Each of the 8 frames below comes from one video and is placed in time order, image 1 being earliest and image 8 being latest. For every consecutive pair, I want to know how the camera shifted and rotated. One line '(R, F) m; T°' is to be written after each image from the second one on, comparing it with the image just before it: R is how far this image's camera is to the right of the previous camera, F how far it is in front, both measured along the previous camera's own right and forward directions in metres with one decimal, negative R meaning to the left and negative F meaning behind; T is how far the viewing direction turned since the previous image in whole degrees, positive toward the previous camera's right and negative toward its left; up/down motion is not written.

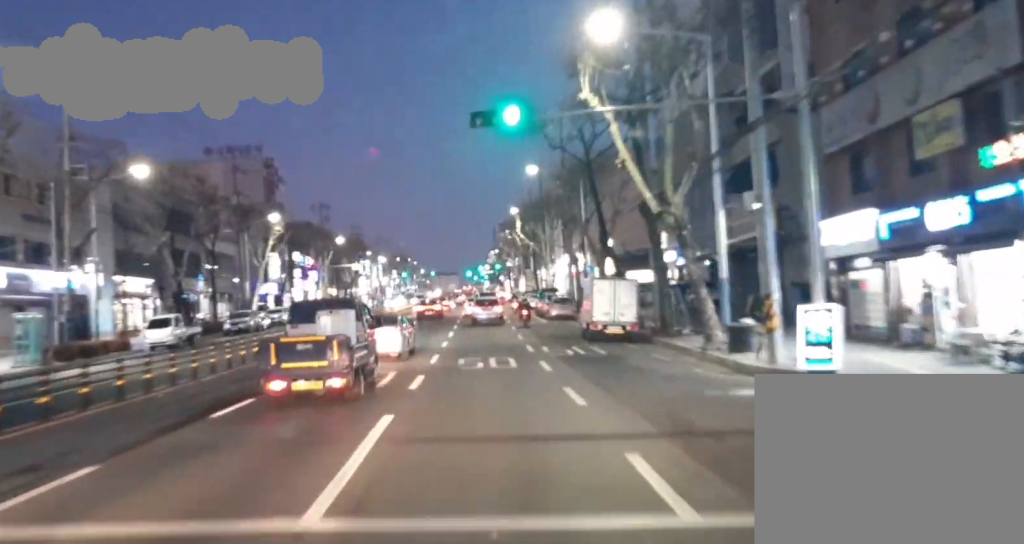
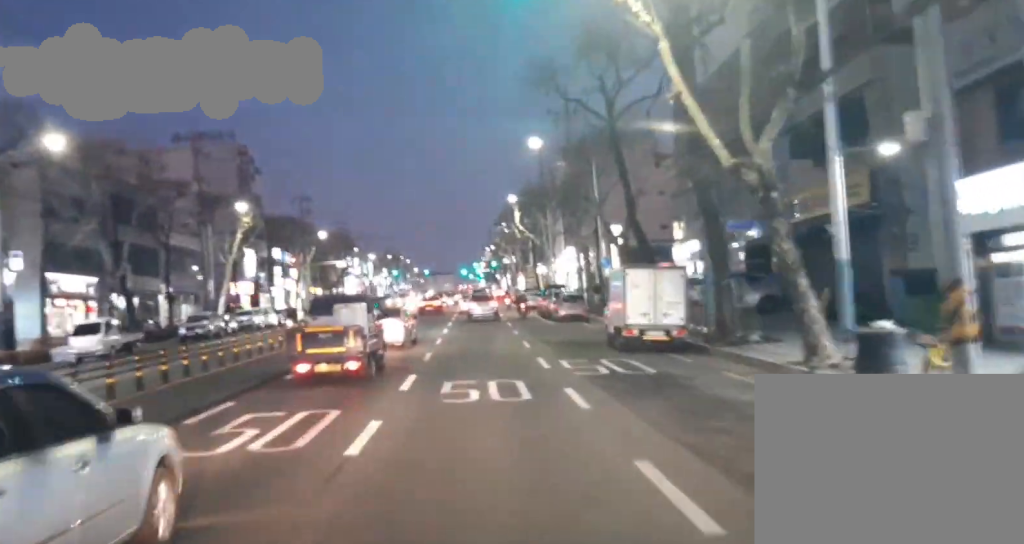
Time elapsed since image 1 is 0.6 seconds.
(+0.5, +6.7) m; +5°
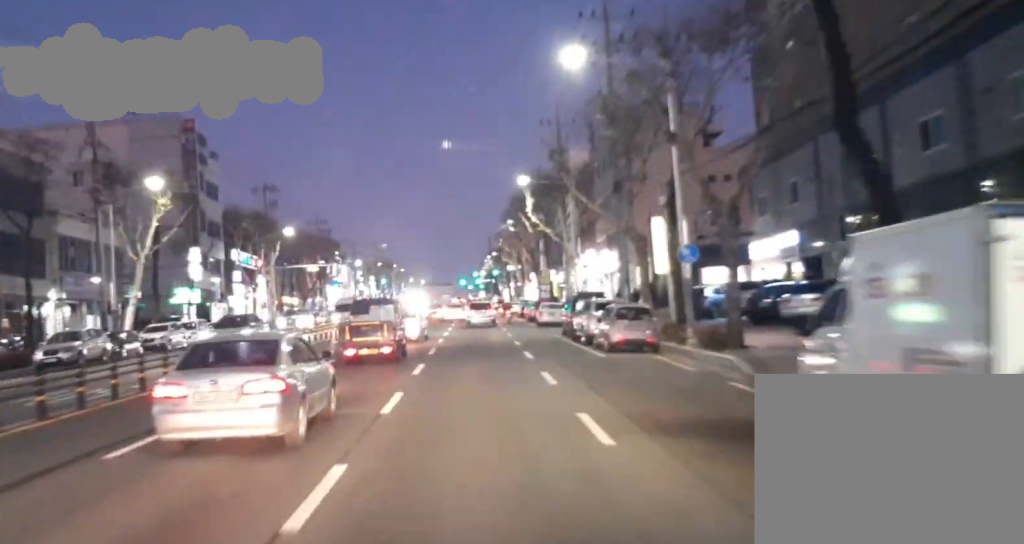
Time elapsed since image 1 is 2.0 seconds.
(+0.2, +17.8) m; 0°
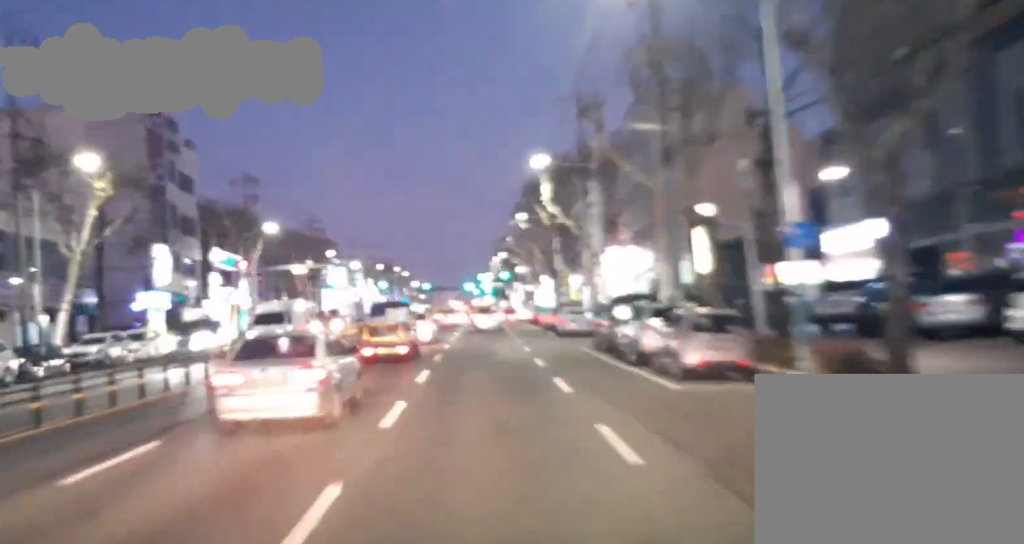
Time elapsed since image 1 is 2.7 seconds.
(0.0, +9.1) m; 0°
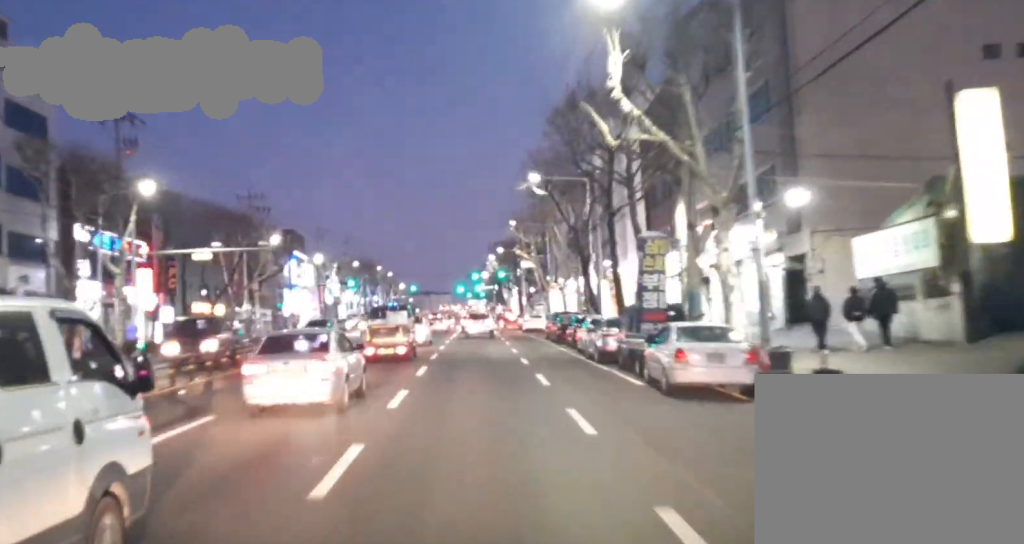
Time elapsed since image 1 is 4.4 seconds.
(+0.1, +28.1) m; 0°
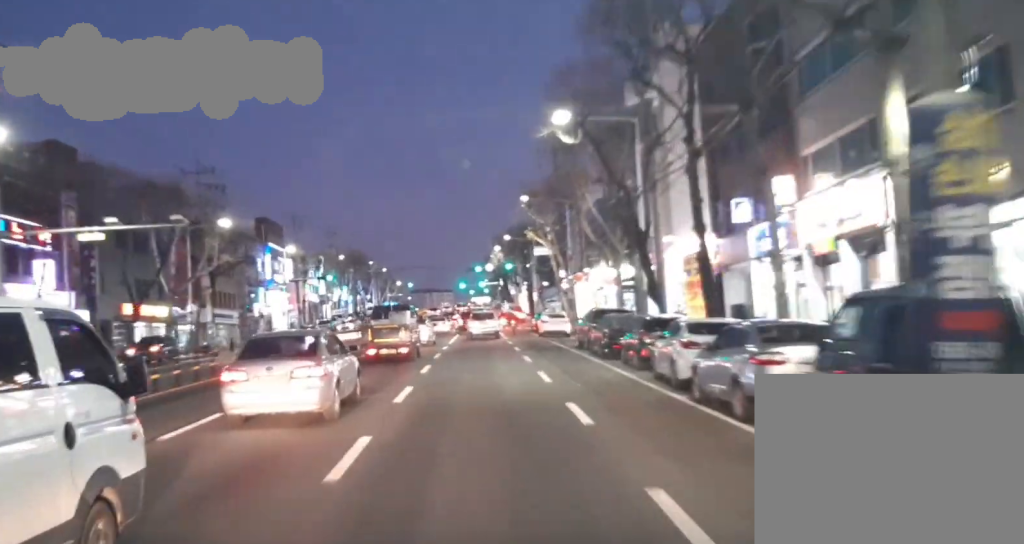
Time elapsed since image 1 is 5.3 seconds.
(0.0, +14.5) m; +1°
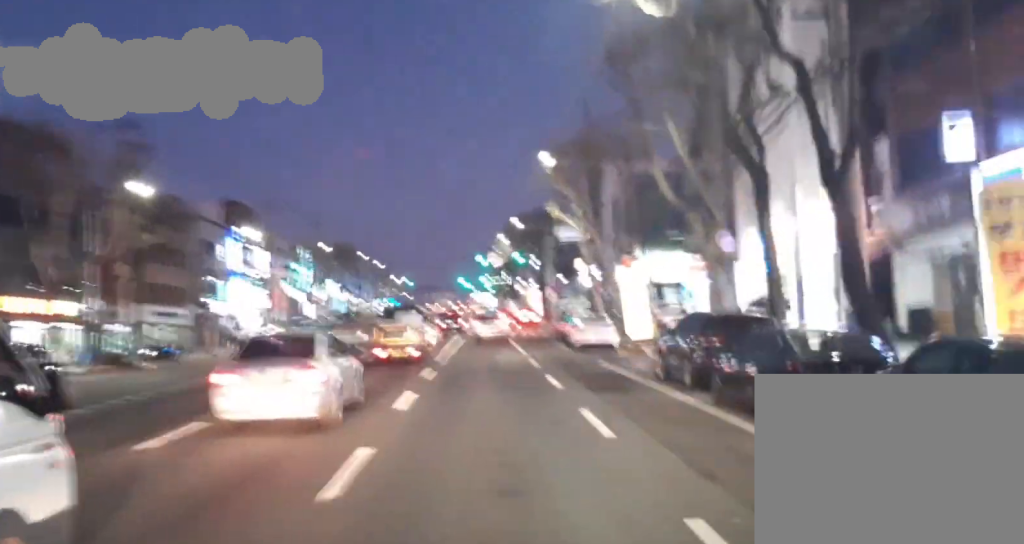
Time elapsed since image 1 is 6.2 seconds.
(+0.2, +16.8) m; +1°
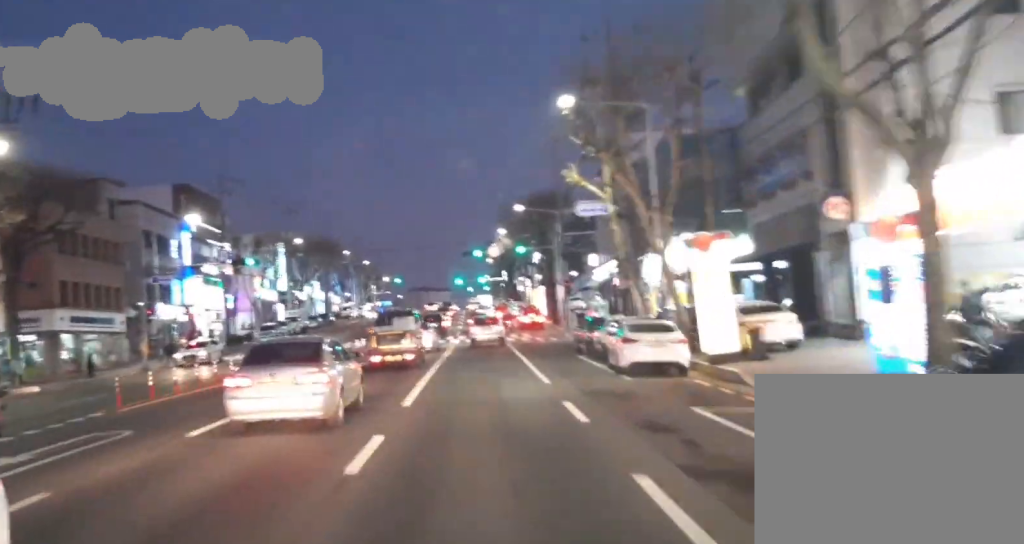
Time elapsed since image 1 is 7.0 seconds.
(0.0, +14.1) m; 0°
